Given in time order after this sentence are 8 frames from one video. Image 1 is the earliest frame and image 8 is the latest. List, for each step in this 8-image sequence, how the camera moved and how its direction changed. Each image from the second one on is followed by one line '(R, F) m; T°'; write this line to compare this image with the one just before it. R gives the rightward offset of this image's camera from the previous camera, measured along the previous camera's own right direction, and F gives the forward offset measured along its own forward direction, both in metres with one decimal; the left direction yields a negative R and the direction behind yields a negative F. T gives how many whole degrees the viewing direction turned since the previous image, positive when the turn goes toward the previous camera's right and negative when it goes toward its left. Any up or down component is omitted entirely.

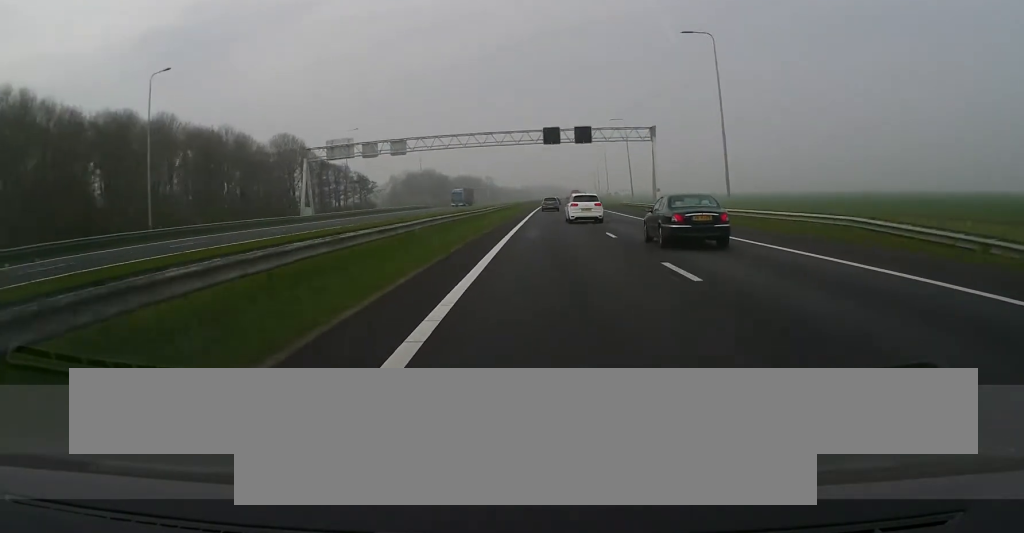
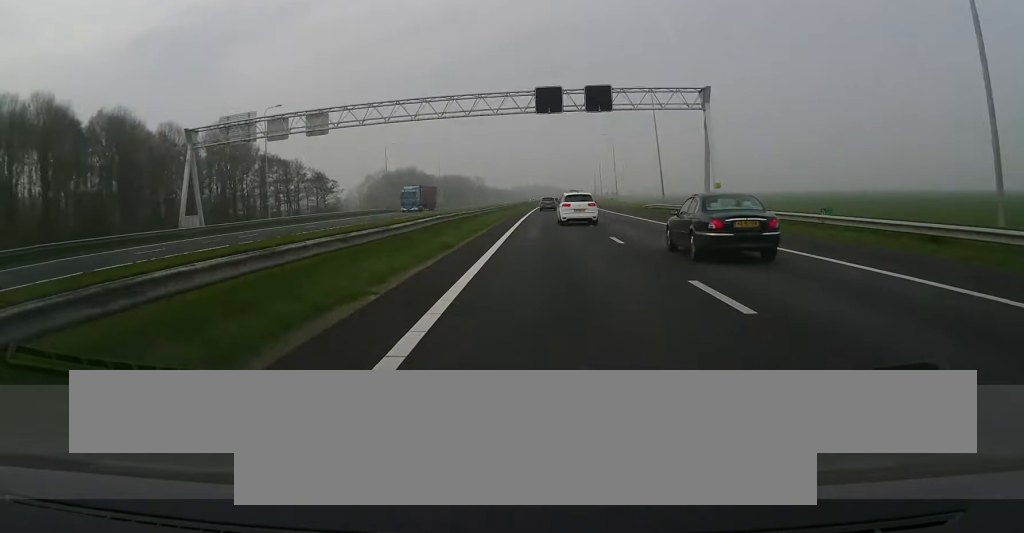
(0.0, +26.6) m; +1°
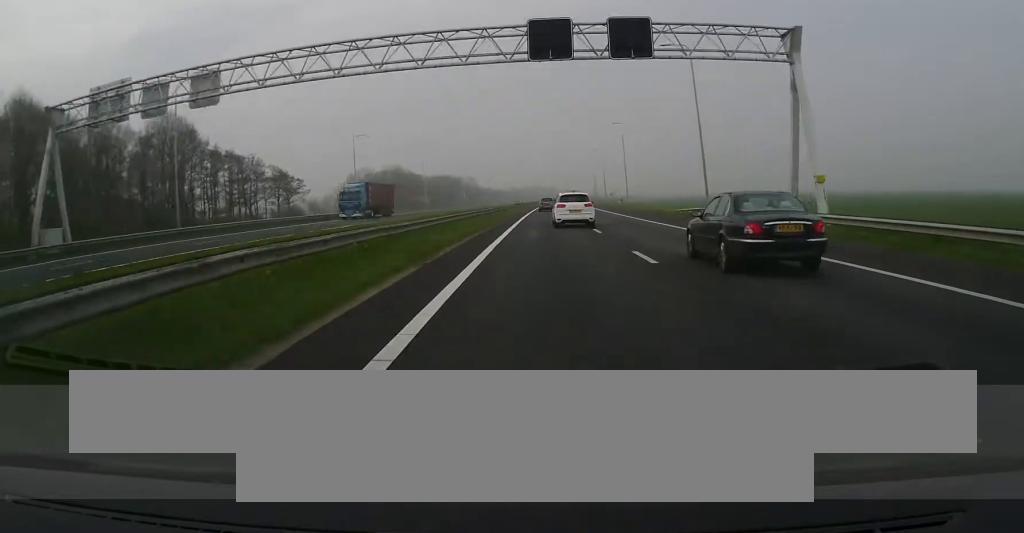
(+0.1, +18.2) m; +1°
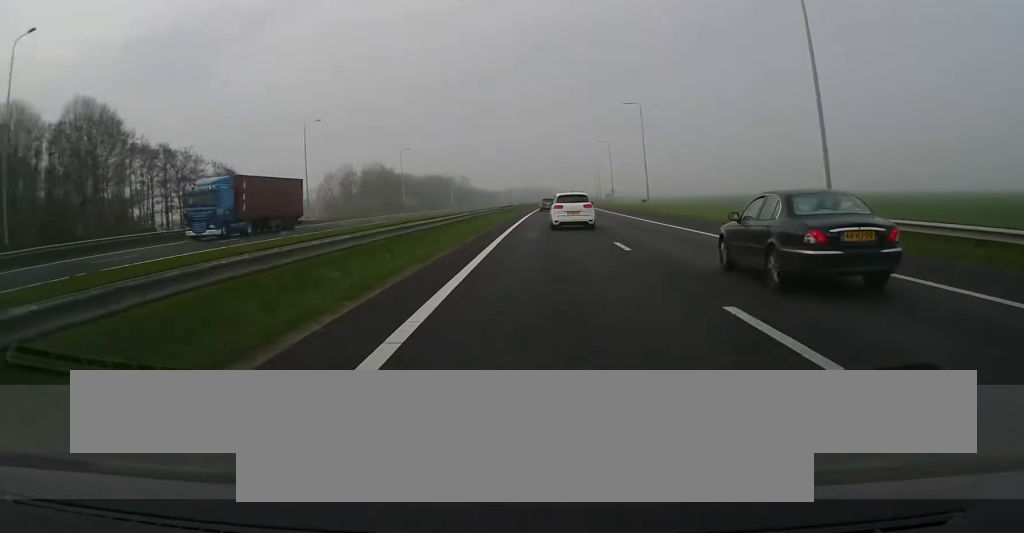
(+0.2, +20.6) m; +1°
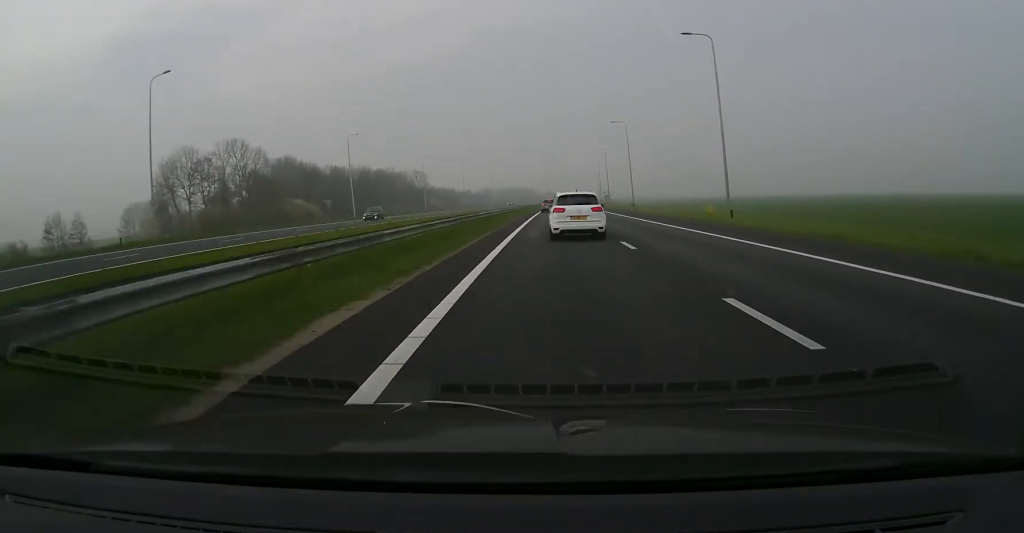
(+1.2, +85.3) m; +2°
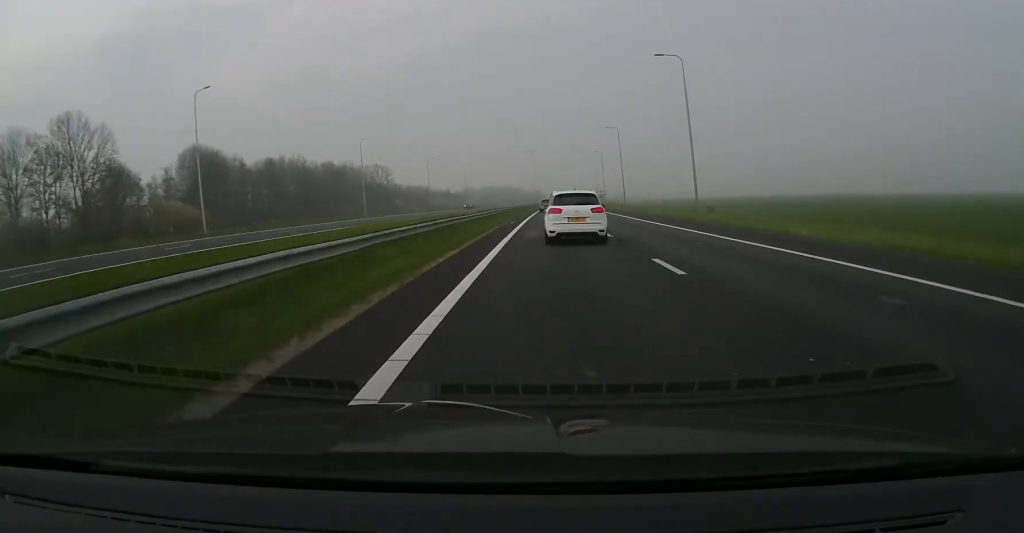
(+0.4, +43.8) m; +1°
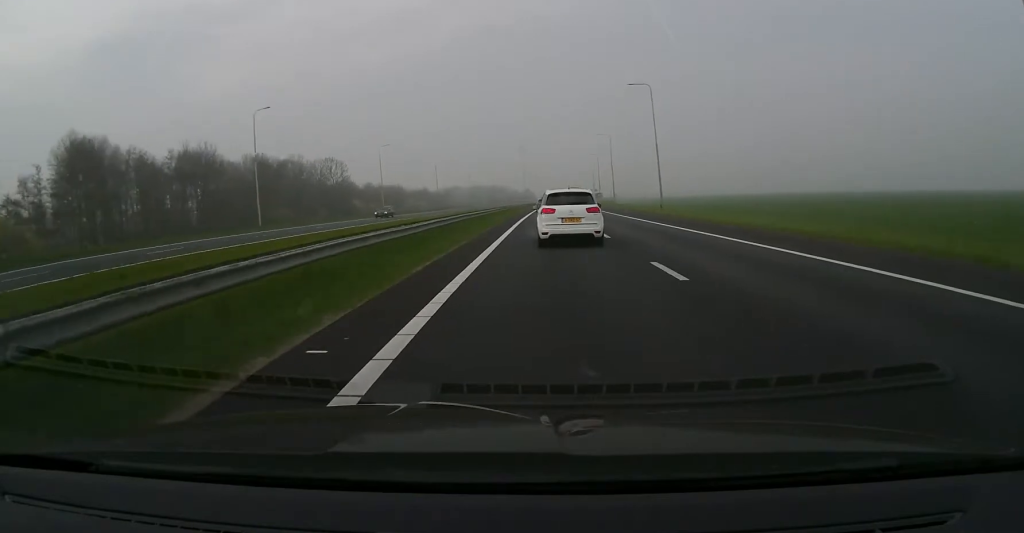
(-0.1, +38.9) m; +1°
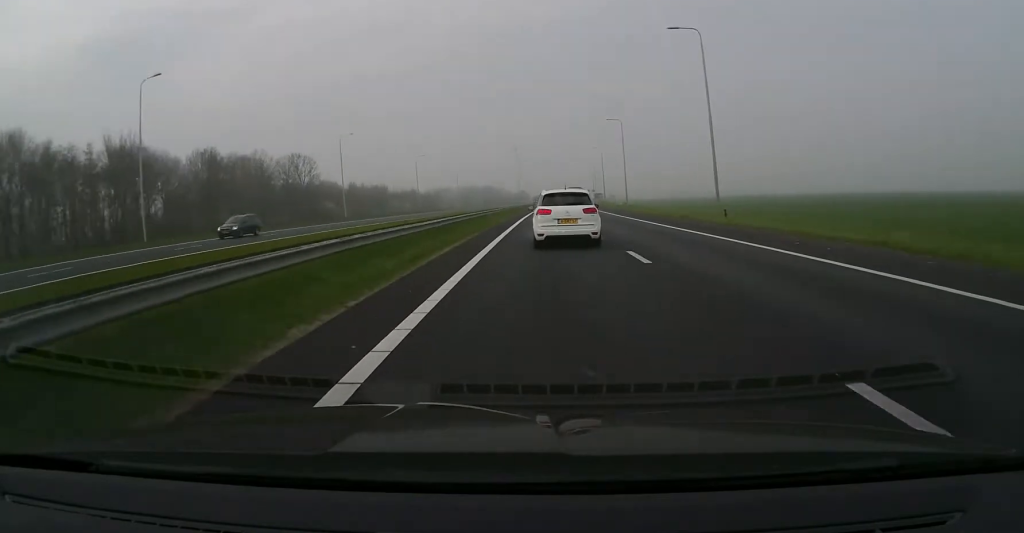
(+0.3, +22.4) m; +1°
